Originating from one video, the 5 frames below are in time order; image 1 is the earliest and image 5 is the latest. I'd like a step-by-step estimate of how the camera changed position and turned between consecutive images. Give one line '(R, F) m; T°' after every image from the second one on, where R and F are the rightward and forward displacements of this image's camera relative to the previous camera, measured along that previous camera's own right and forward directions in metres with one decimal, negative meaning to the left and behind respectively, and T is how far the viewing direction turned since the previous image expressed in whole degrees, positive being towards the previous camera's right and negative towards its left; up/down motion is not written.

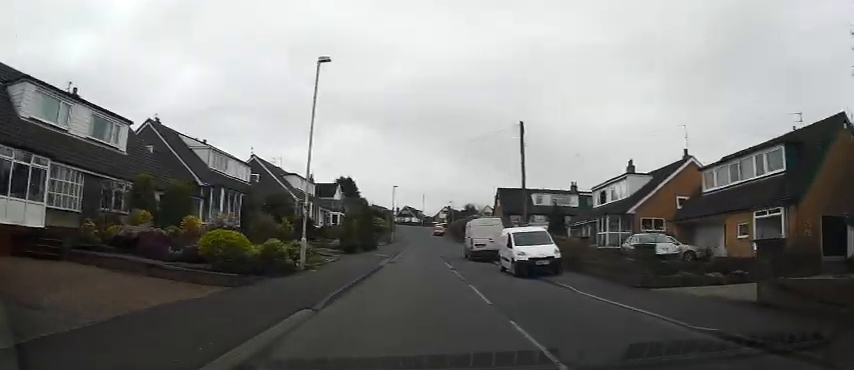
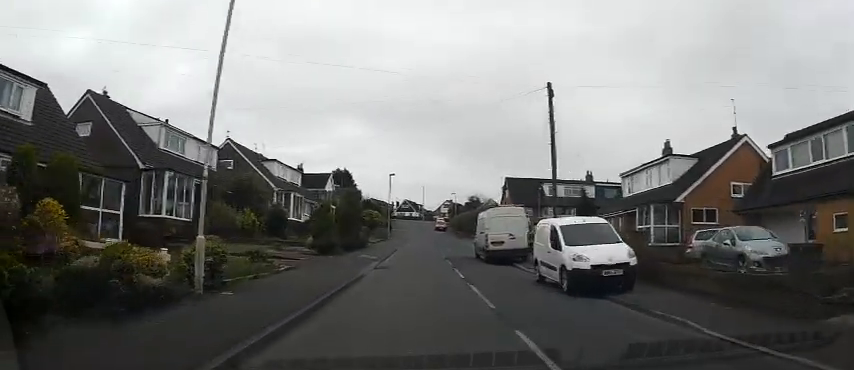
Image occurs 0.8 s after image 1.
(0.0, +6.9) m; 0°
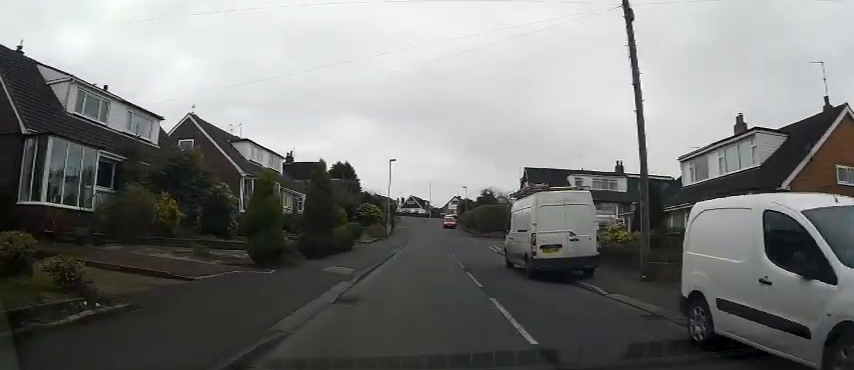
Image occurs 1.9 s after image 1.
(-0.1, +8.5) m; 0°
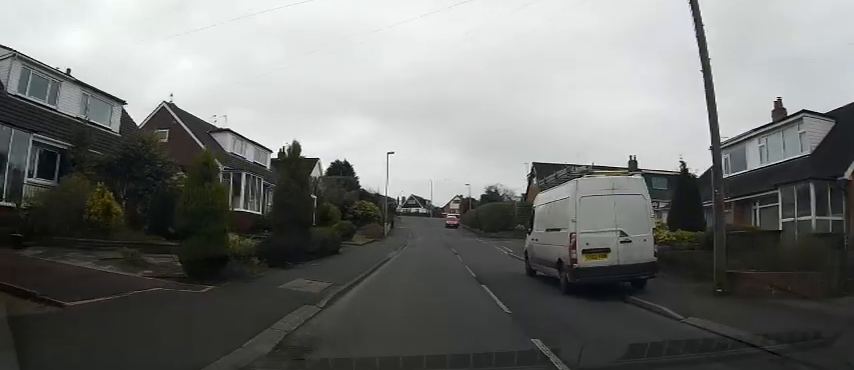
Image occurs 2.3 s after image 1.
(0.0, +3.7) m; 0°
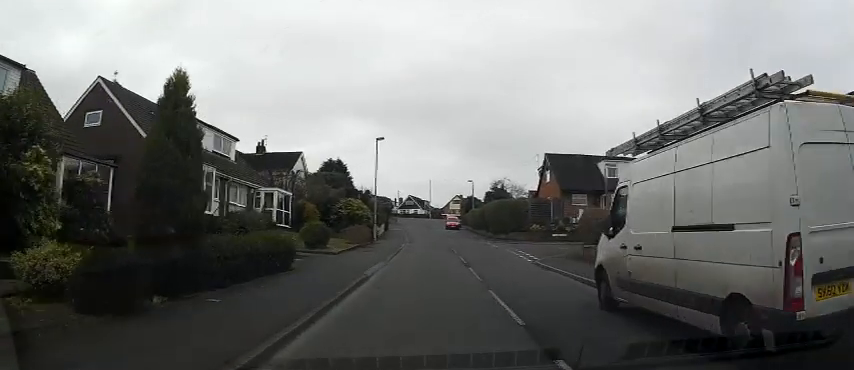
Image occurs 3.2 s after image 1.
(0.0, +6.8) m; 0°
